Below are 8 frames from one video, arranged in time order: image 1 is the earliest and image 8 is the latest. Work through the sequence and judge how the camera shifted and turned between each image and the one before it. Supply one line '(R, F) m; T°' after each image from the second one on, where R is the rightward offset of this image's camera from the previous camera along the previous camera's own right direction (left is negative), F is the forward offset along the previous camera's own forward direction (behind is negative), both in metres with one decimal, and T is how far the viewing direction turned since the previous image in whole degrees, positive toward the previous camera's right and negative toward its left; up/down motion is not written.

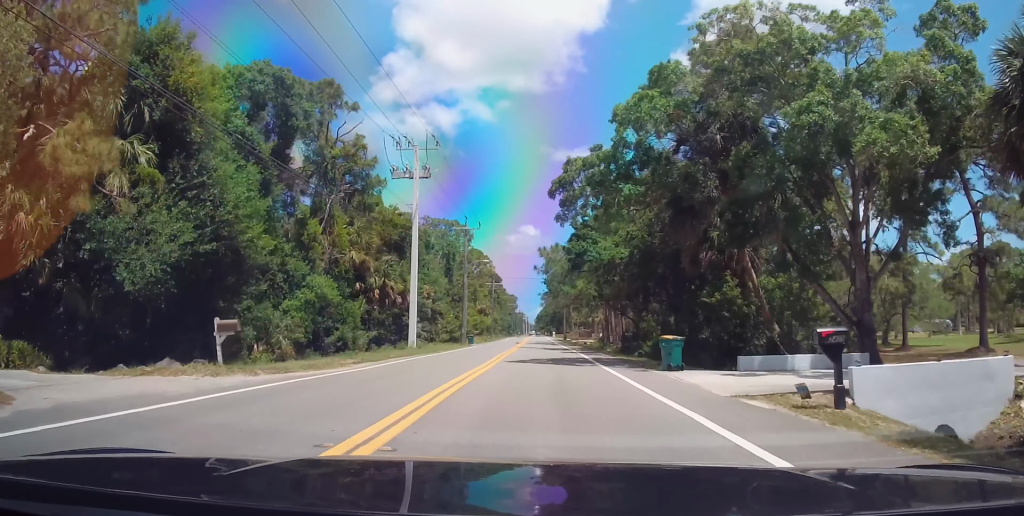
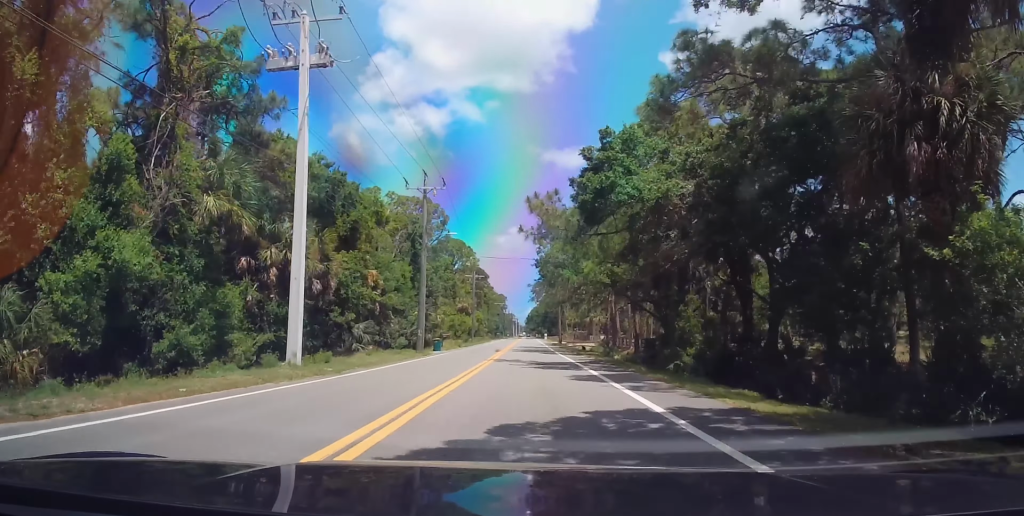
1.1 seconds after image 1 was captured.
(0.0, +17.6) m; 0°
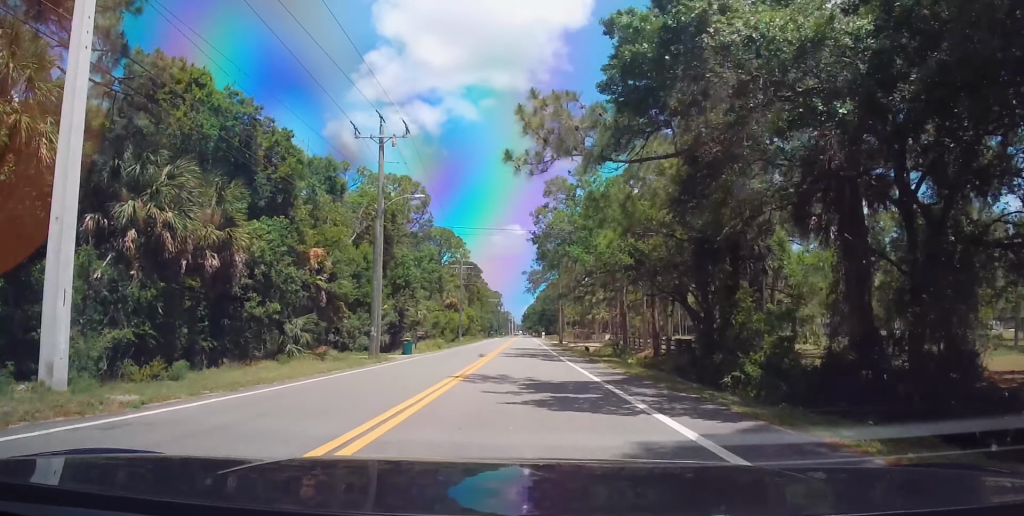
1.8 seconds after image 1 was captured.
(0.0, +11.5) m; -1°
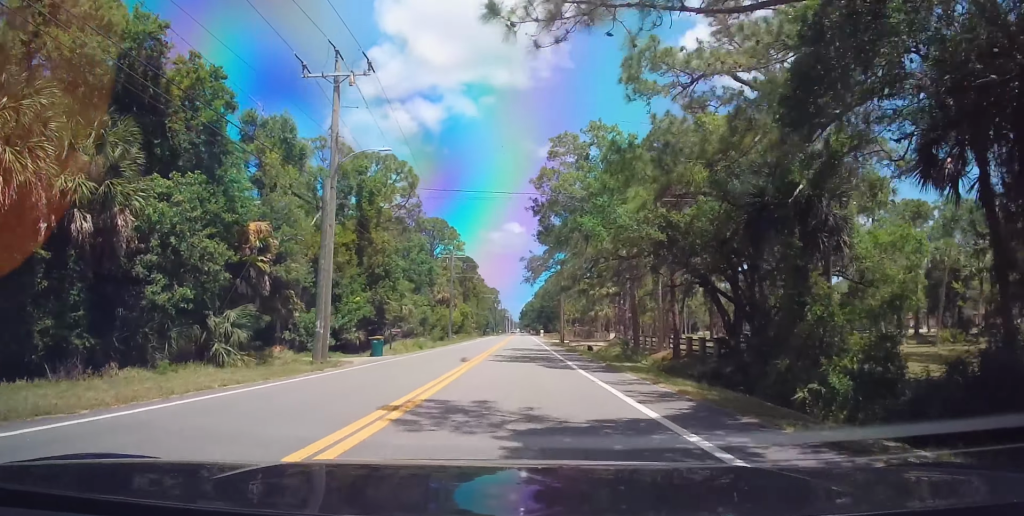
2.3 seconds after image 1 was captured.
(+0.1, +7.8) m; -1°
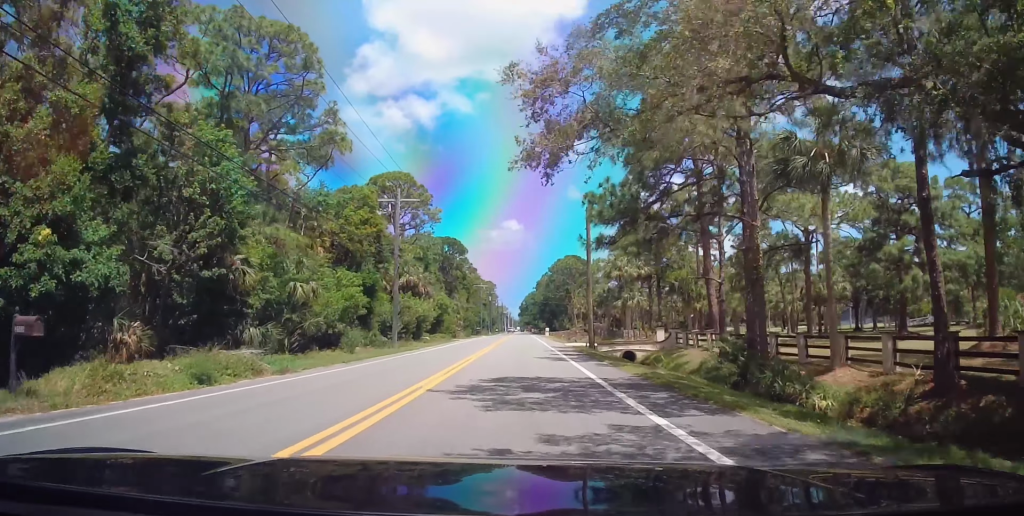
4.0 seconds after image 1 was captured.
(-0.2, +29.6) m; +1°
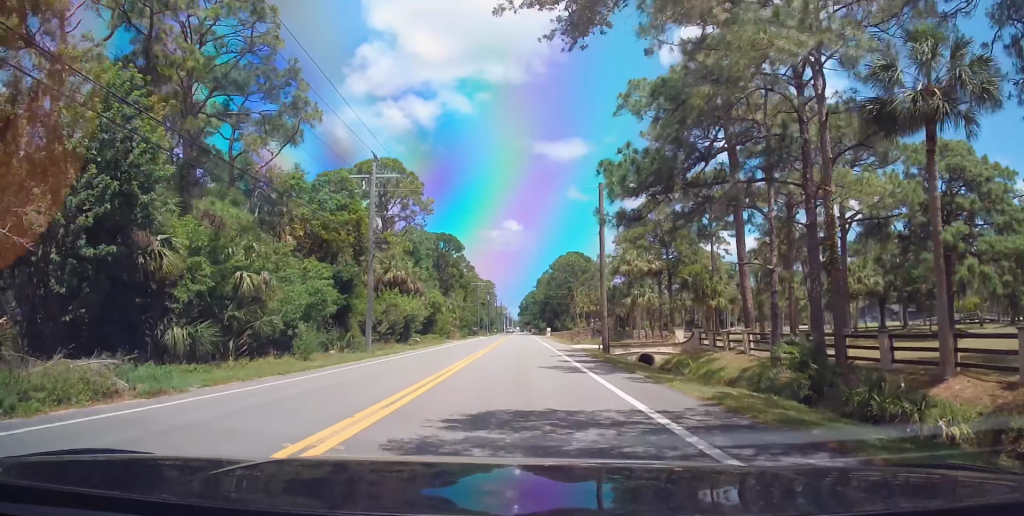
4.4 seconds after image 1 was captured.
(+0.1, +6.7) m; +1°
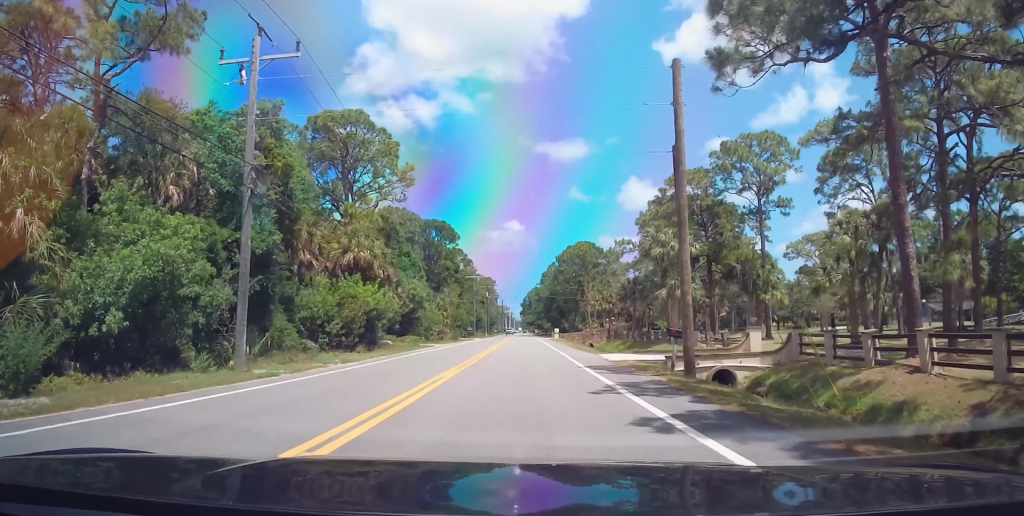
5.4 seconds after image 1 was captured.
(0.0, +15.7) m; 0°
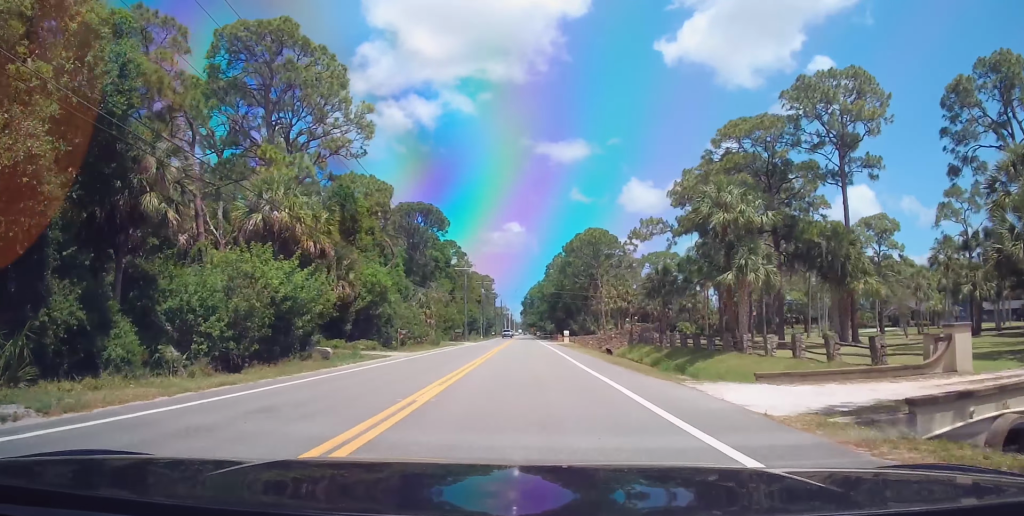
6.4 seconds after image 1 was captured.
(0.0, +16.8) m; -2°
